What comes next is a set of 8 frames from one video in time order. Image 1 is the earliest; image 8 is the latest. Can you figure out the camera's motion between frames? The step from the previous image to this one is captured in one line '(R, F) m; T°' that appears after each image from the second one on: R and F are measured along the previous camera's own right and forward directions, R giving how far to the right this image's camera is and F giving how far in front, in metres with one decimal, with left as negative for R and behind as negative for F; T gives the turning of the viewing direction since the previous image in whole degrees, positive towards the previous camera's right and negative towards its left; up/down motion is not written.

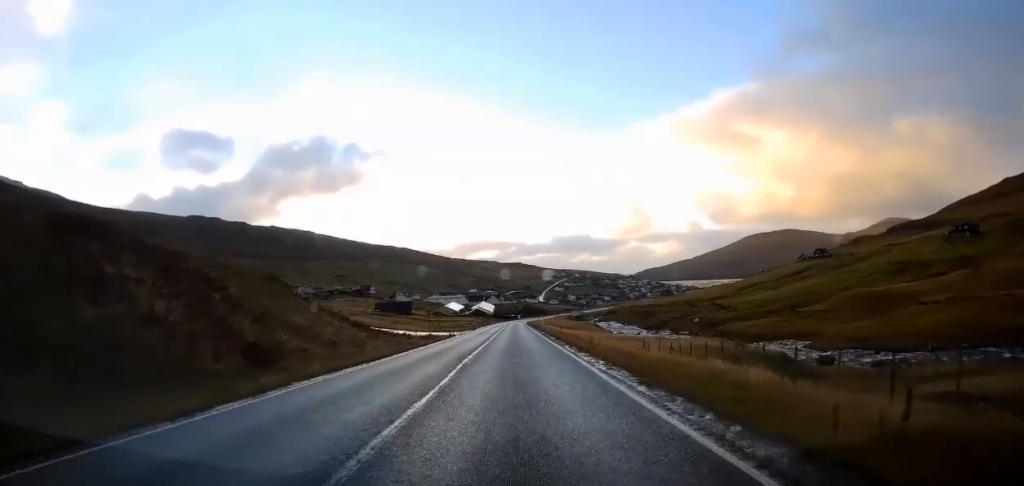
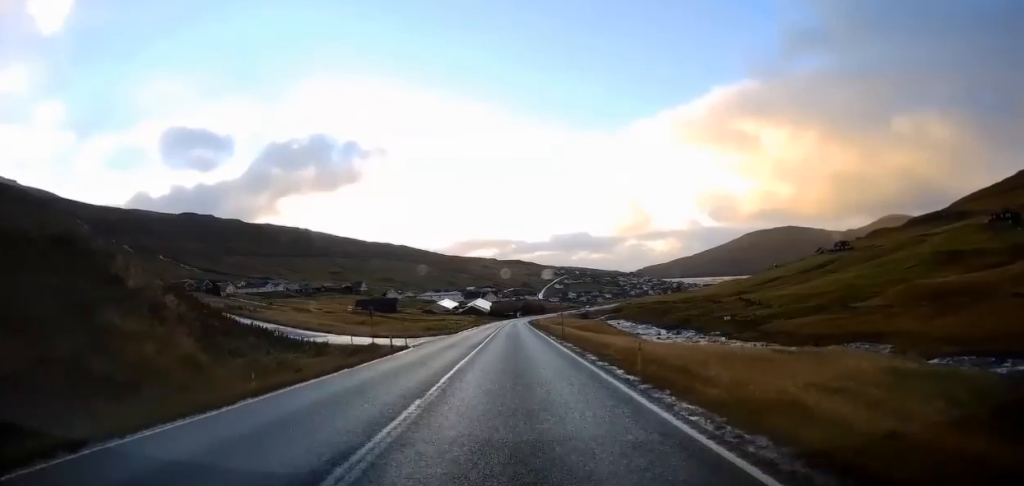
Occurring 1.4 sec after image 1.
(-0.3, +25.8) m; -1°
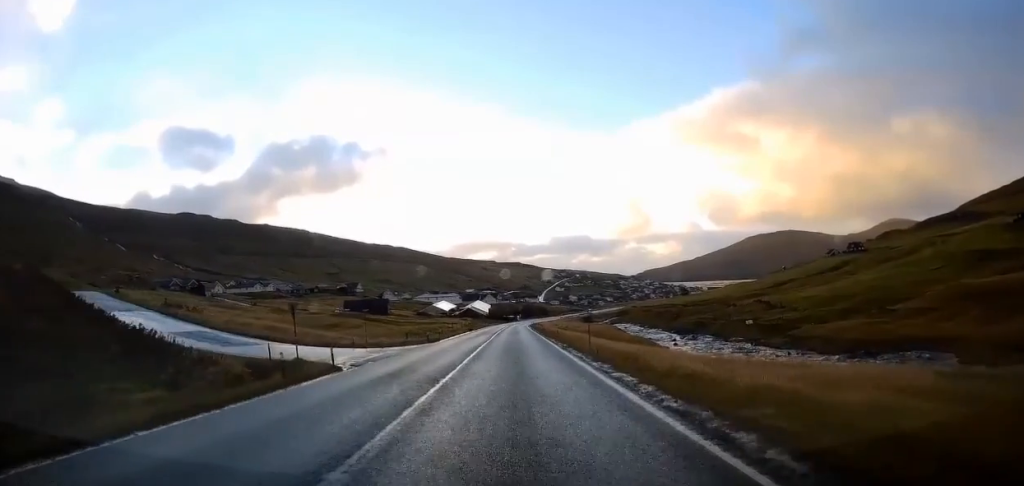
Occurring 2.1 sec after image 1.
(-0.1, +13.7) m; +1°
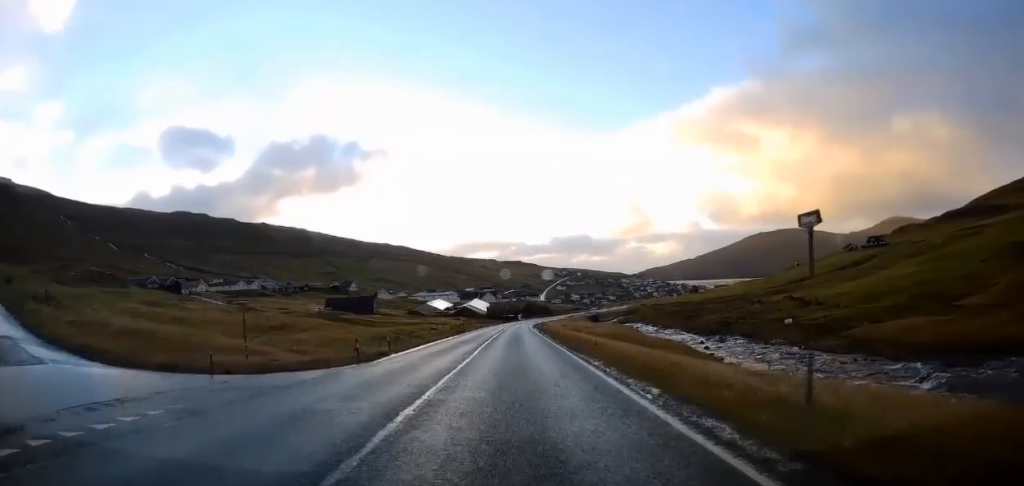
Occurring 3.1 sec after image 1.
(+0.3, +18.8) m; 0°
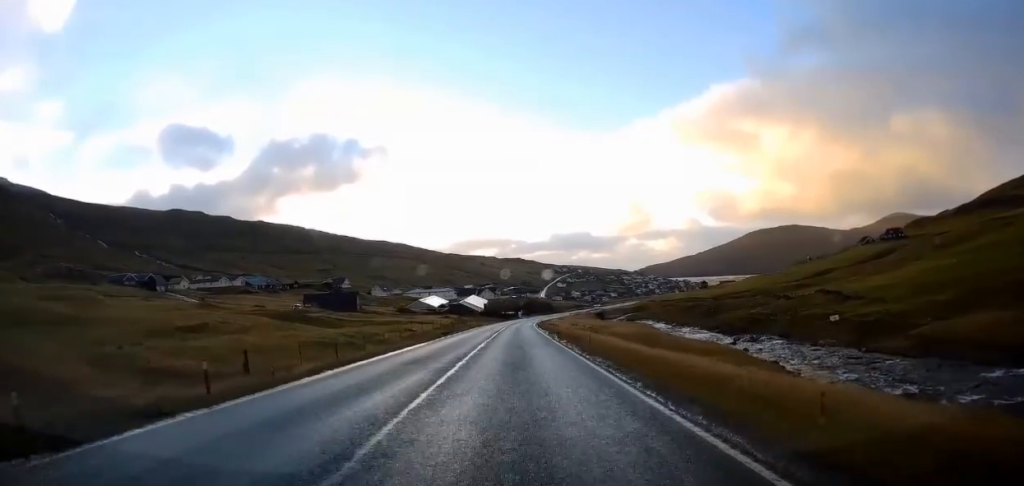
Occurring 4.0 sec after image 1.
(-0.3, +17.0) m; -1°
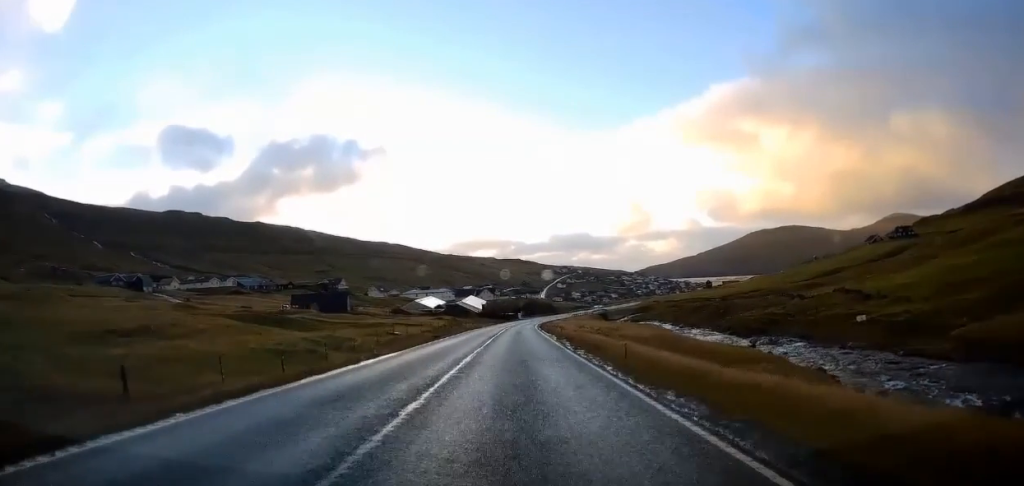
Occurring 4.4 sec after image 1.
(0.0, +8.2) m; 0°
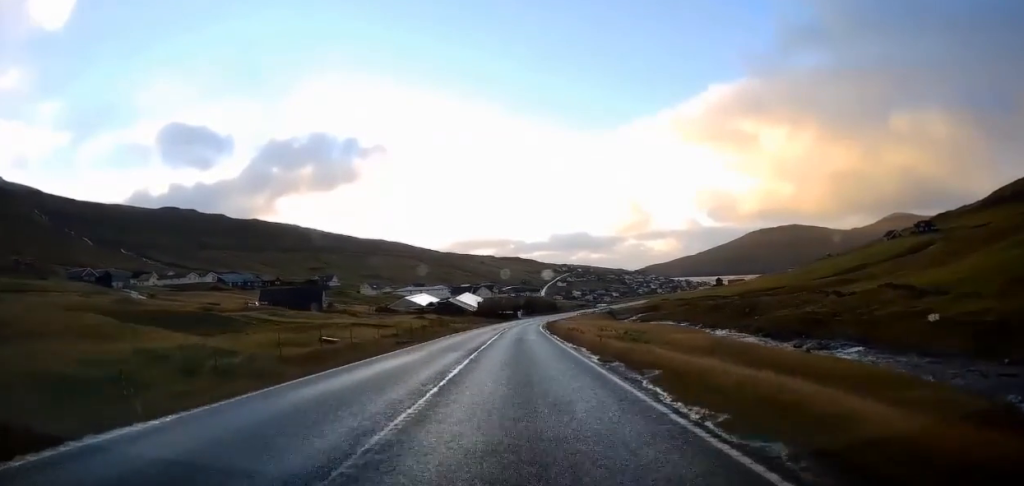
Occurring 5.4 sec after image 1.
(+0.1, +17.7) m; +1°
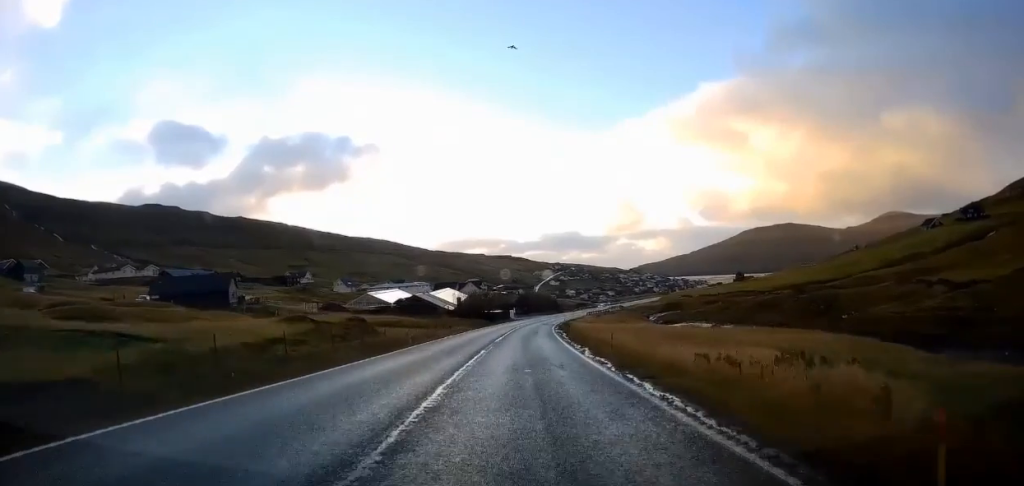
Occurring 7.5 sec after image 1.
(0.0, +38.5) m; 0°
